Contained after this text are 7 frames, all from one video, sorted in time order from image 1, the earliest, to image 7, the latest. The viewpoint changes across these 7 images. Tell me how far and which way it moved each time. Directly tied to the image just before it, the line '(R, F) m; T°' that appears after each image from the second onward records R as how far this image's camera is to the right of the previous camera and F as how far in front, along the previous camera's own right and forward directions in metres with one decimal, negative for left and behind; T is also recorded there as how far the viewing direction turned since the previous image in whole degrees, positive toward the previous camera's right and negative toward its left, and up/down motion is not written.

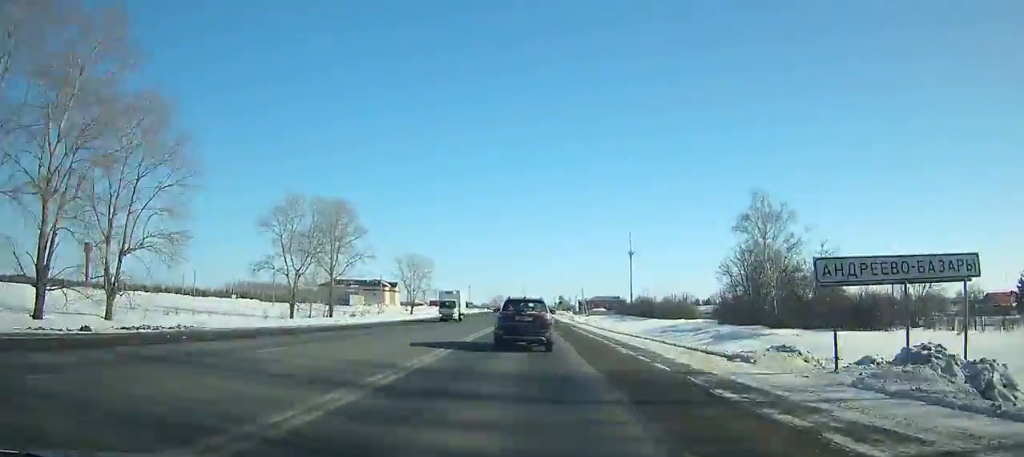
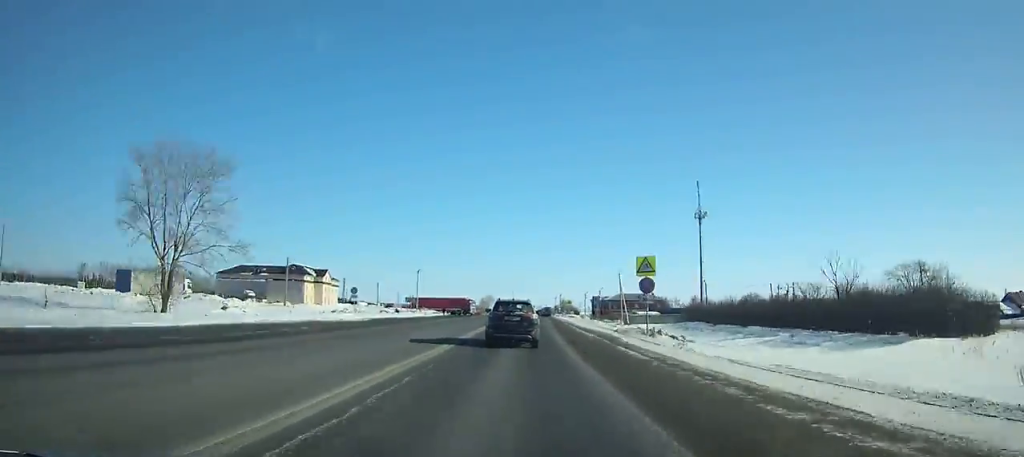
(-0.4, +96.9) m; 0°
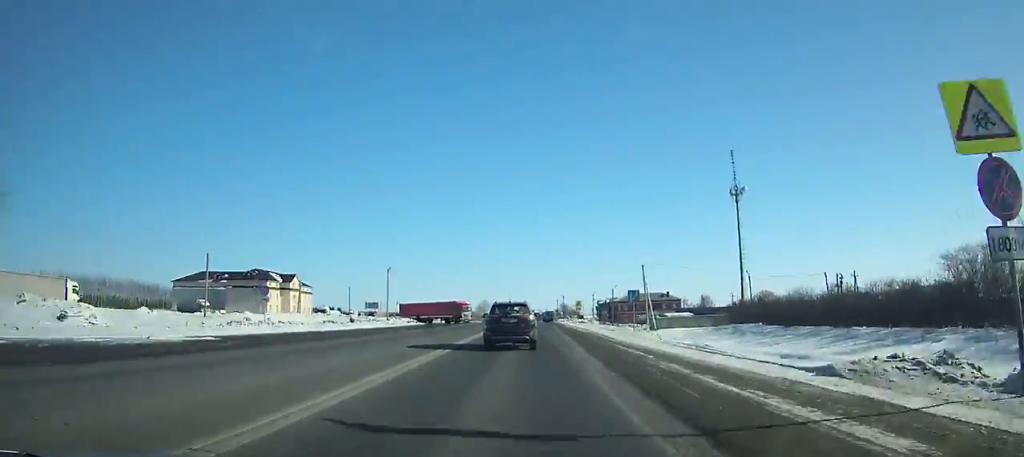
(0.0, +23.9) m; 0°
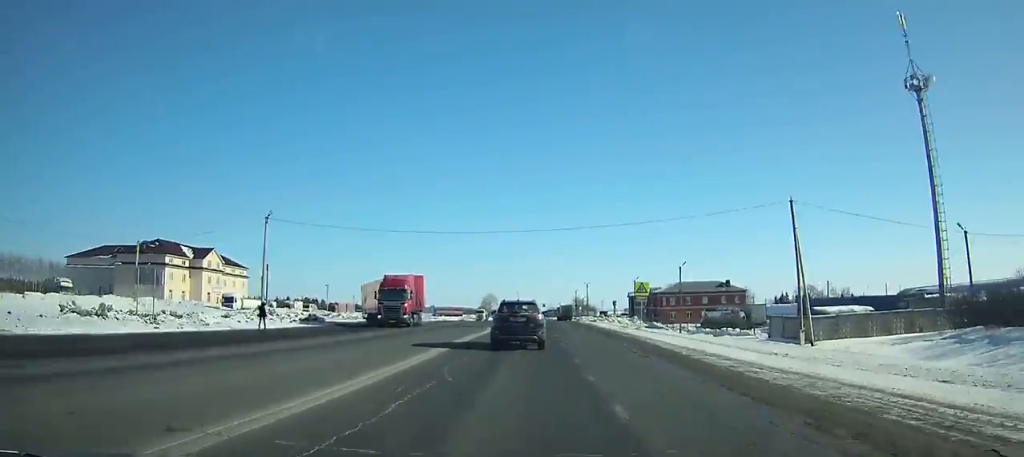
(+0.1, +48.9) m; 0°
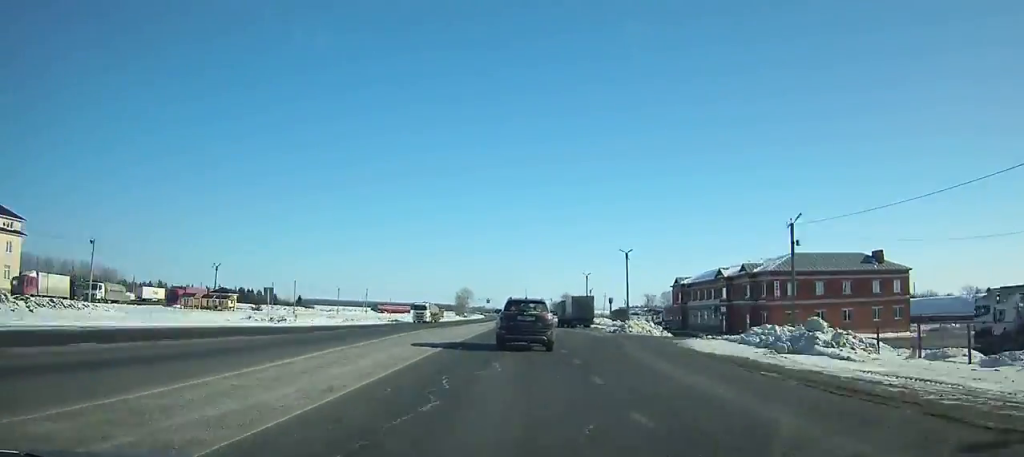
(+0.1, +67.4) m; 0°
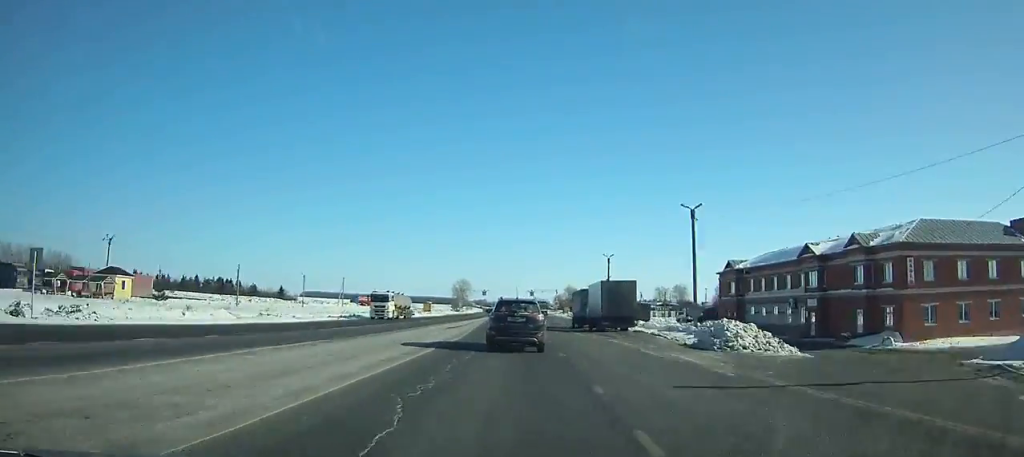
(+0.2, +24.6) m; 0°
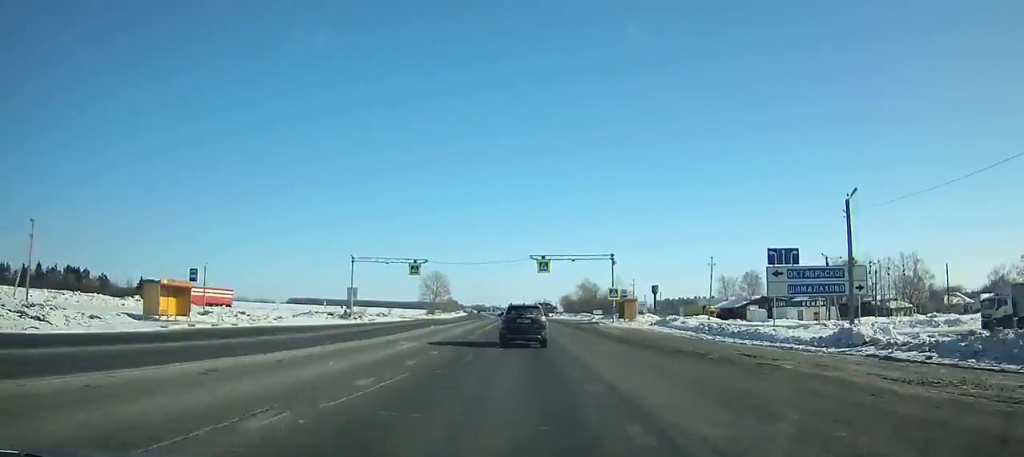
(0.0, +107.9) m; 0°
